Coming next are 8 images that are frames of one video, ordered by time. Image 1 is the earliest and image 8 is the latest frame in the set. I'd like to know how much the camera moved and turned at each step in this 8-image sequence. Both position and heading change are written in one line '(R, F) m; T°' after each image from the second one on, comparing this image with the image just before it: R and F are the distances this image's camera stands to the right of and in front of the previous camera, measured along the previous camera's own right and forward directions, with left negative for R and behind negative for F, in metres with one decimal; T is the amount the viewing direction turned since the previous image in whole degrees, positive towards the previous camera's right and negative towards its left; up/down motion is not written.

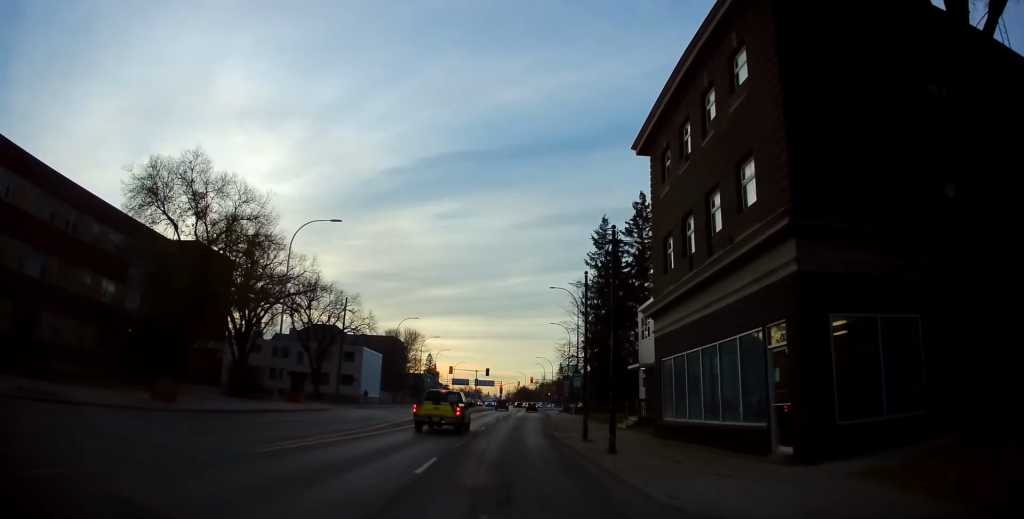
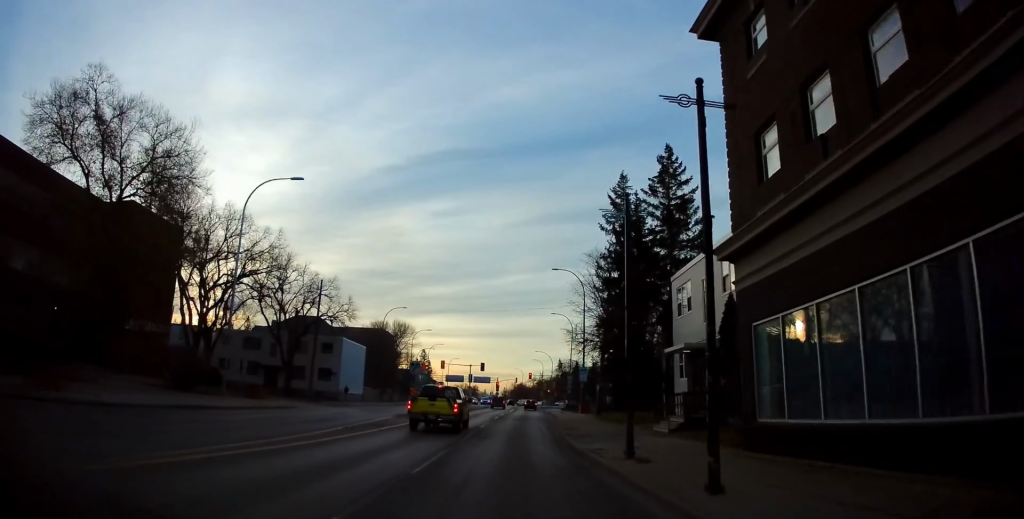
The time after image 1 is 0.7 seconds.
(+0.1, +8.1) m; +1°
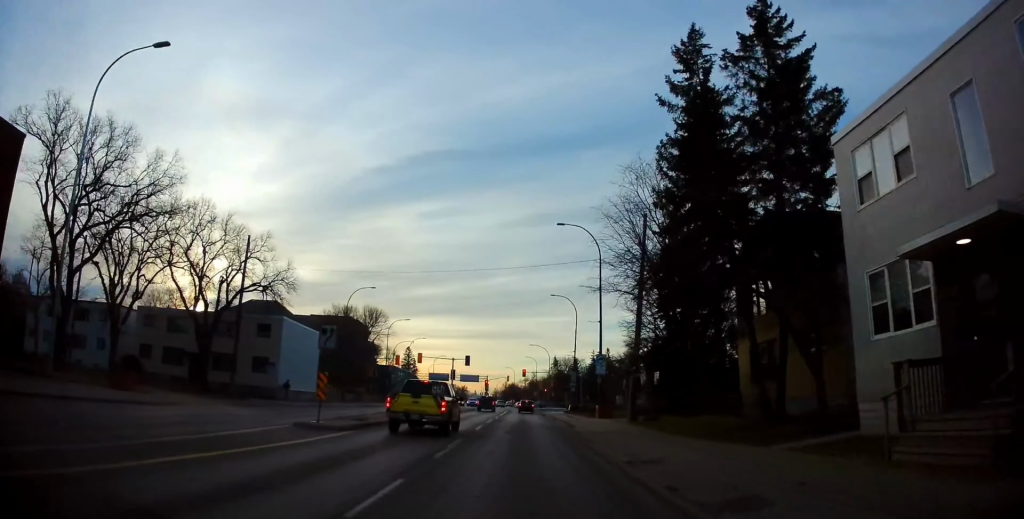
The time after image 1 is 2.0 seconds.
(+0.4, +15.2) m; +1°
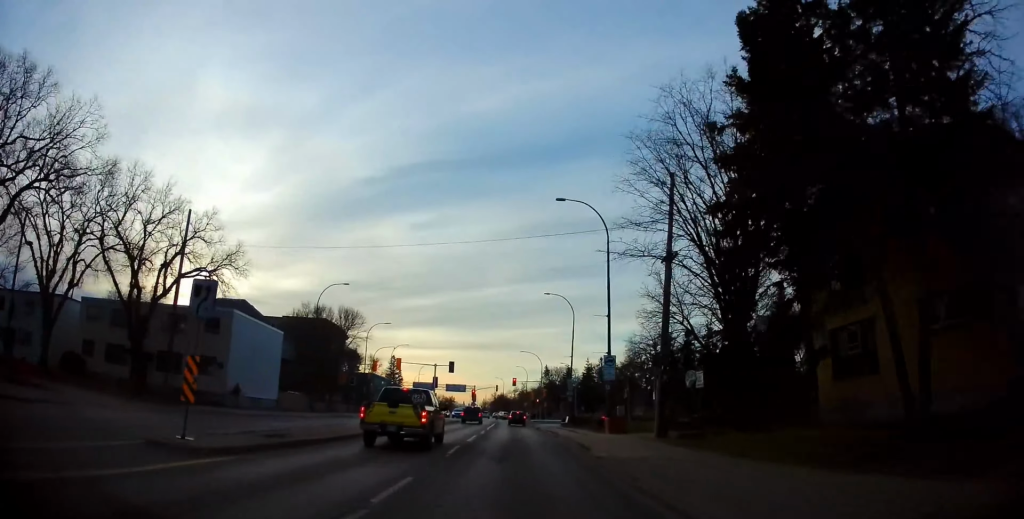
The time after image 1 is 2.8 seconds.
(0.0, +7.6) m; 0°
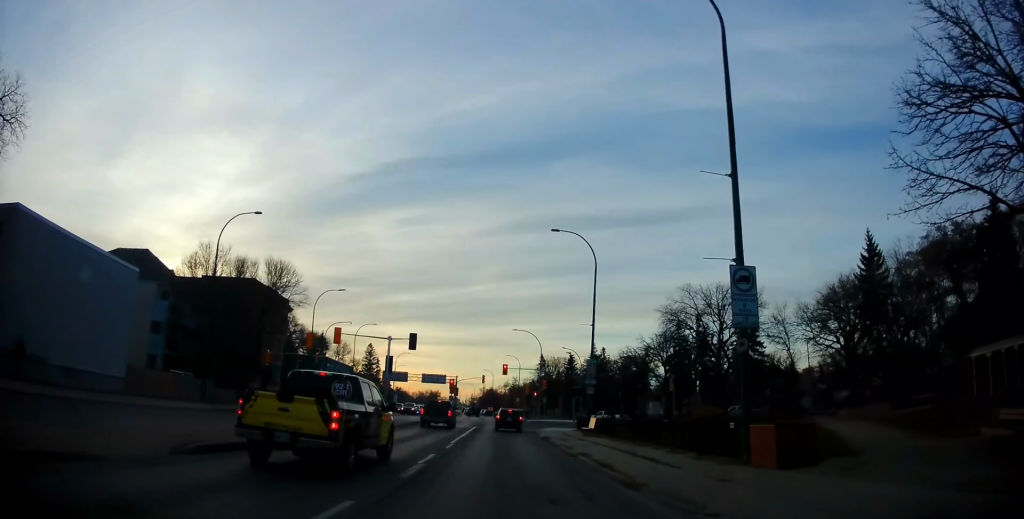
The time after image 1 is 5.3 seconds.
(+0.4, +21.6) m; 0°
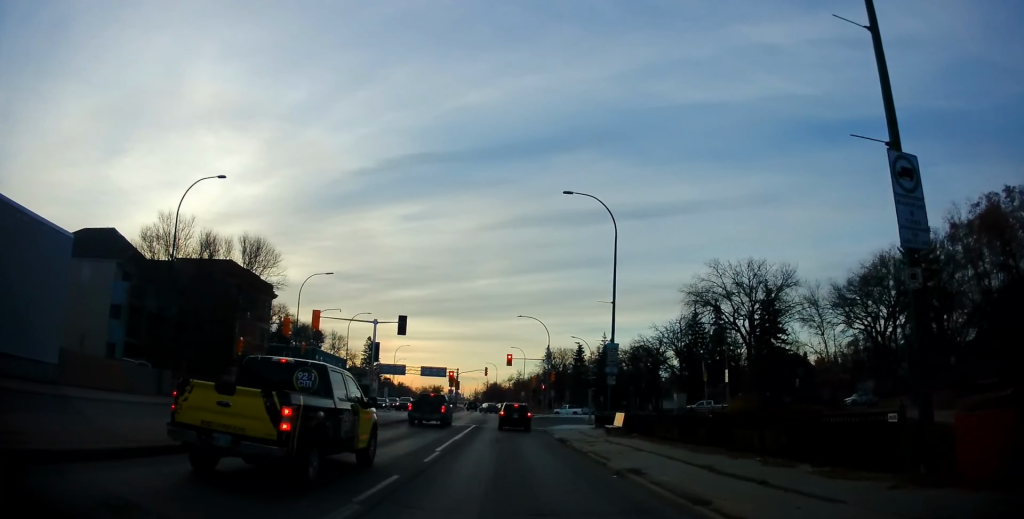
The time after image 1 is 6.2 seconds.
(-0.3, +6.5) m; +2°
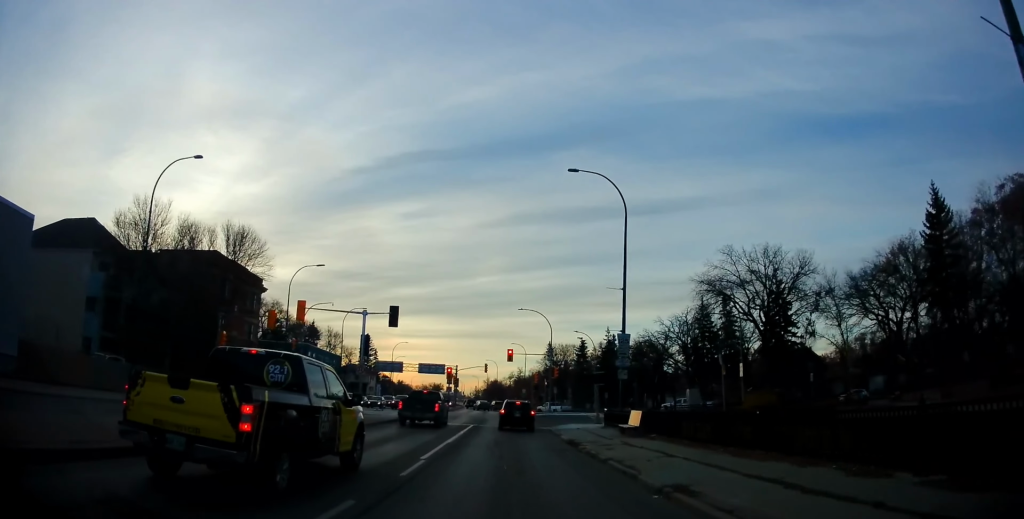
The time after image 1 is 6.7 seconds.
(+0.2, +3.0) m; +1°
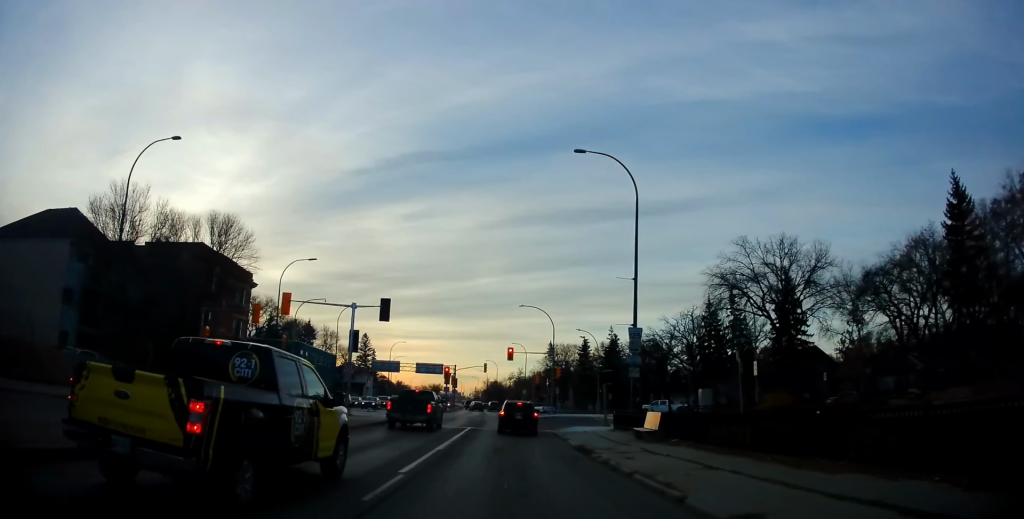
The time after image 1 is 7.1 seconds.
(+0.2, +2.8) m; +1°
